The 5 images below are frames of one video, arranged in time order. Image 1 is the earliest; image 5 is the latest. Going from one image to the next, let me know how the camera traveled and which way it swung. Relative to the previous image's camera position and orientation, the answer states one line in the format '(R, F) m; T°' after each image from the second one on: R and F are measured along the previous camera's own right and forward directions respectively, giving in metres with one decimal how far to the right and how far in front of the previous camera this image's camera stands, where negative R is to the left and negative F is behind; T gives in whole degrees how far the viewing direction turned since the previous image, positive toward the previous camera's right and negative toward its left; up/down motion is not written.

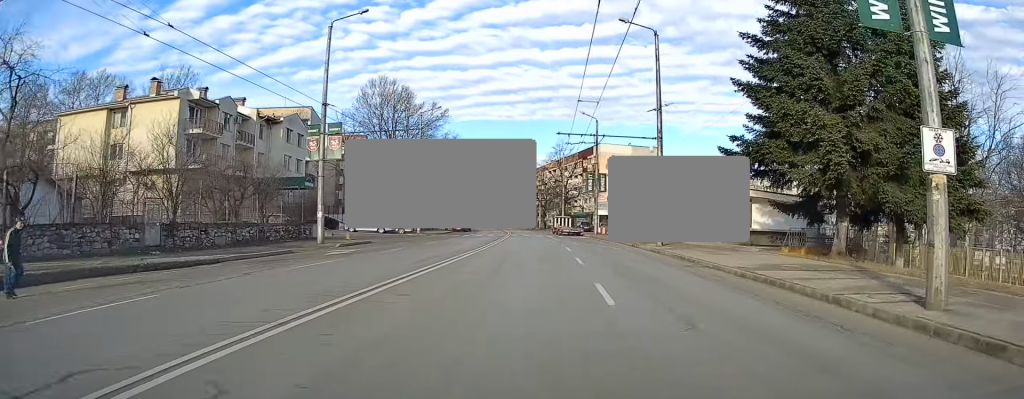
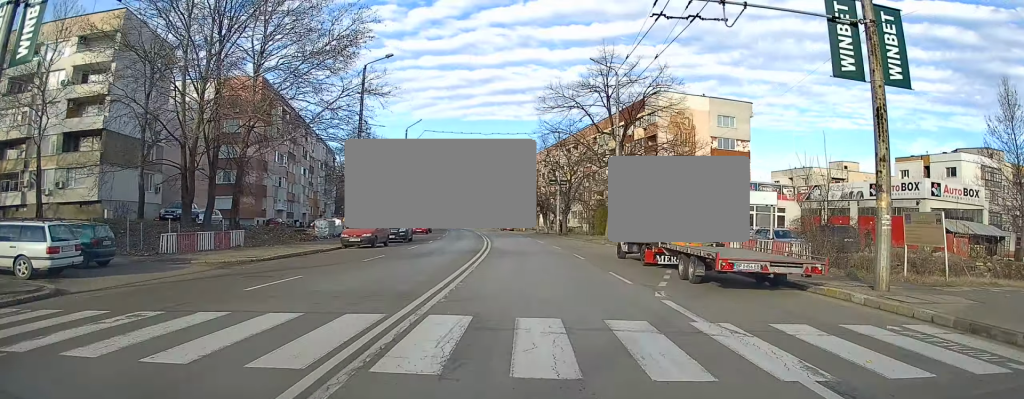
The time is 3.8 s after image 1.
(+0.6, +49.0) m; -1°
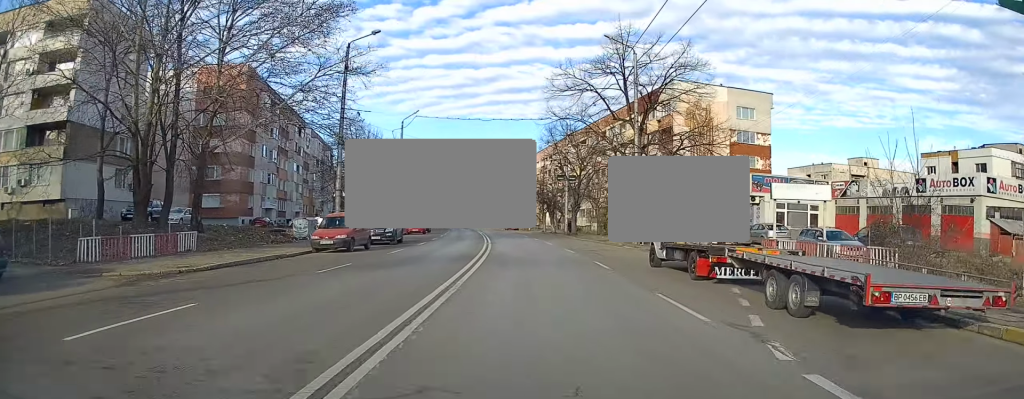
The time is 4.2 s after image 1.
(-0.1, +5.1) m; -1°
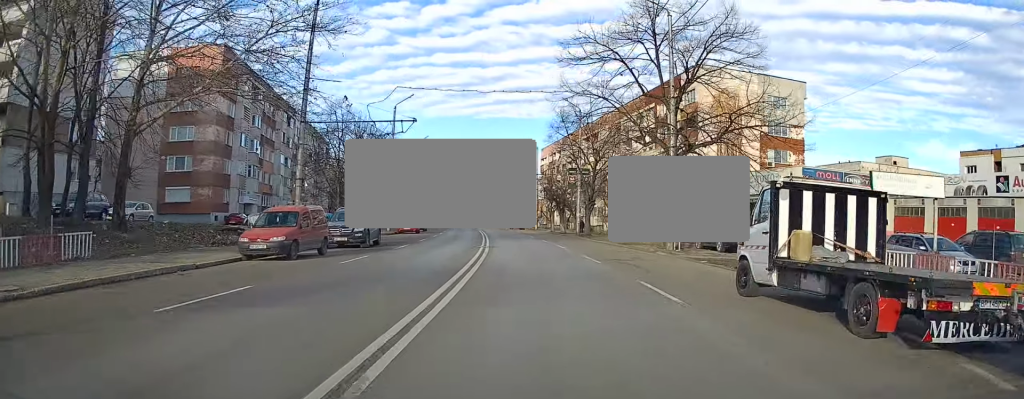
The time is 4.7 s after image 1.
(0.0, +6.7) m; 0°
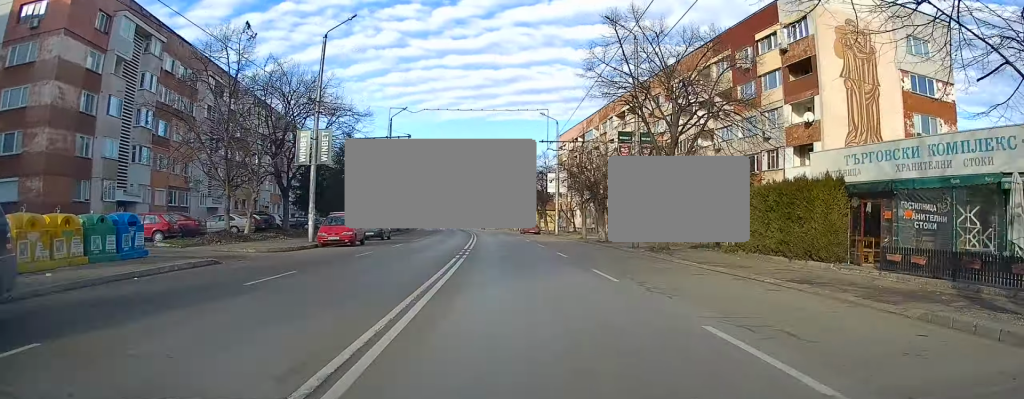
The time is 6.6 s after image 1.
(+0.2, +23.1) m; 0°
